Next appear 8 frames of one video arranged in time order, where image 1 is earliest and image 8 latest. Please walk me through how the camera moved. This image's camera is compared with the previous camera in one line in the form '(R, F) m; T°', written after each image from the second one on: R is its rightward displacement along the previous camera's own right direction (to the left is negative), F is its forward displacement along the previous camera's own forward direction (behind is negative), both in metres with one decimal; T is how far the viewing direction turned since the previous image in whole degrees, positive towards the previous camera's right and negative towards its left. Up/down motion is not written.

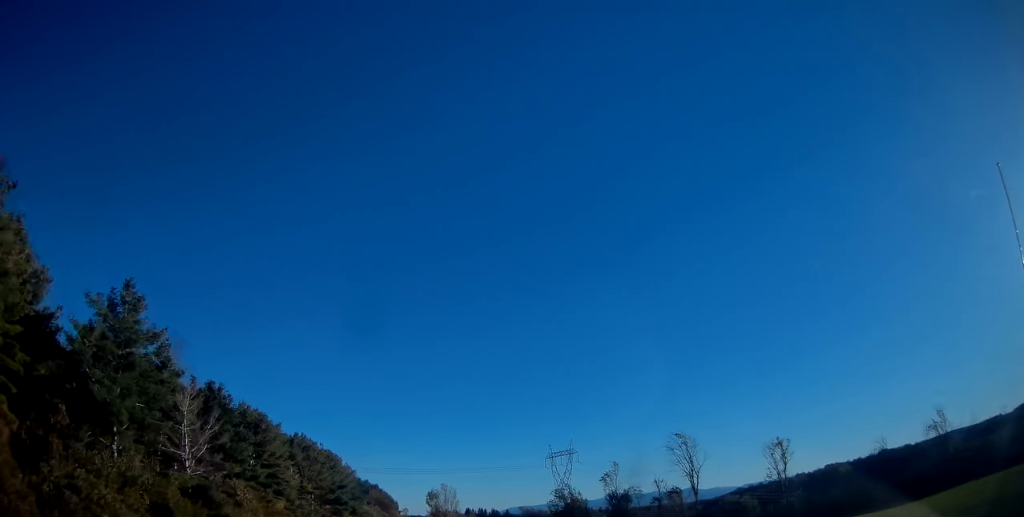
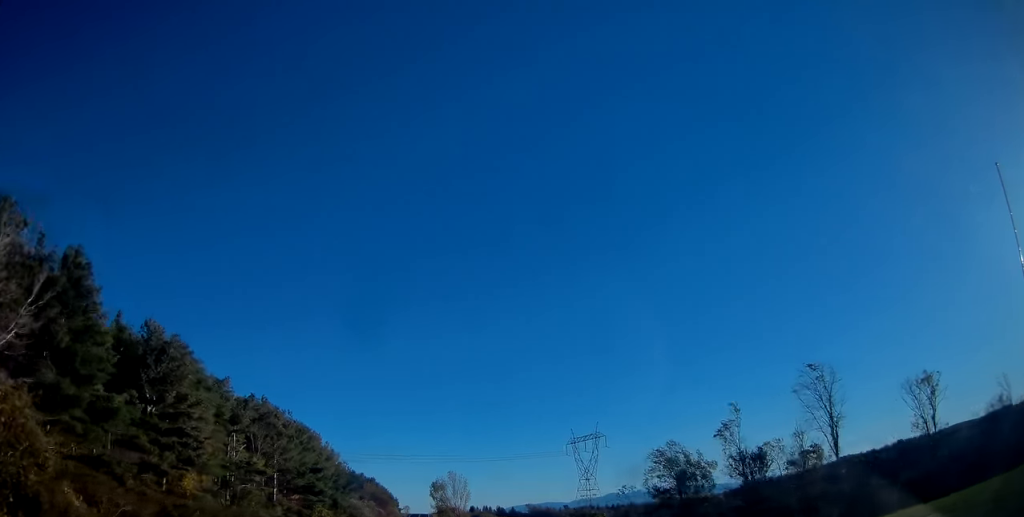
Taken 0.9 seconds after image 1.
(+0.1, +25.7) m; 0°
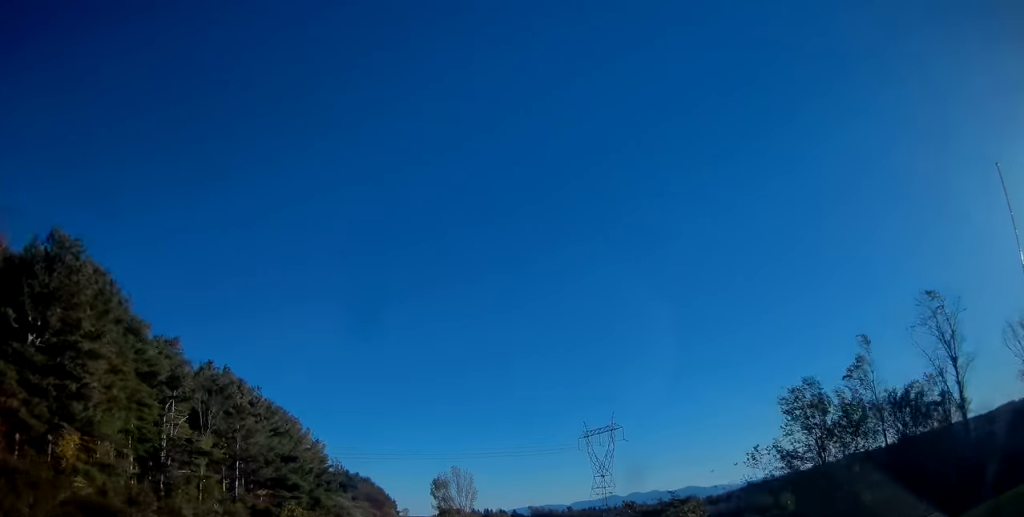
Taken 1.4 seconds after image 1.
(0.0, +14.3) m; 0°
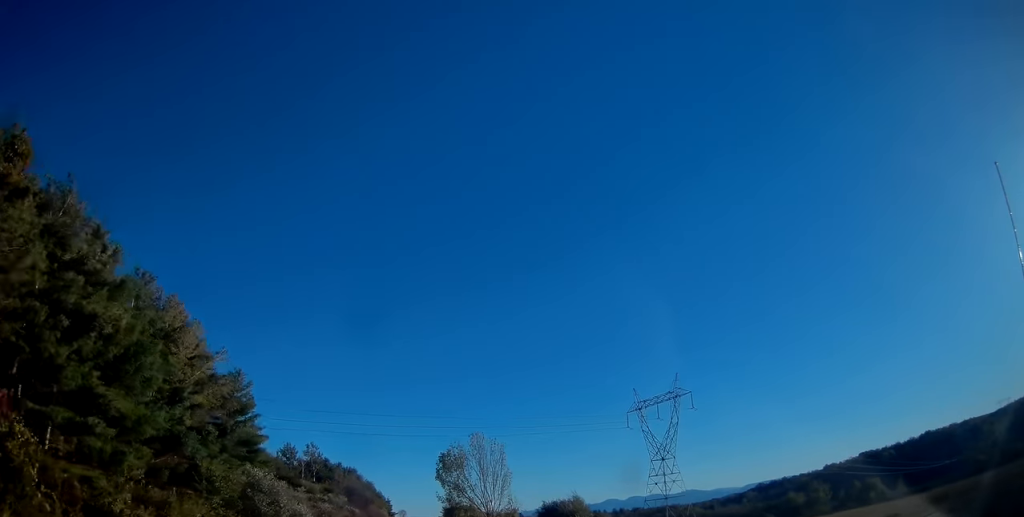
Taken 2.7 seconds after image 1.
(-0.3, +37.9) m; 0°
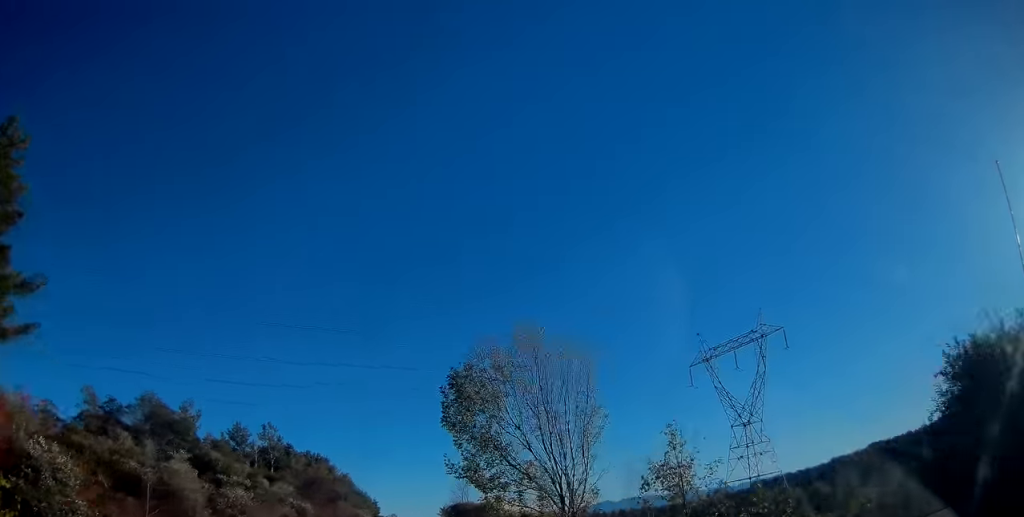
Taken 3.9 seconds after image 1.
(+0.6, +33.1) m; 0°
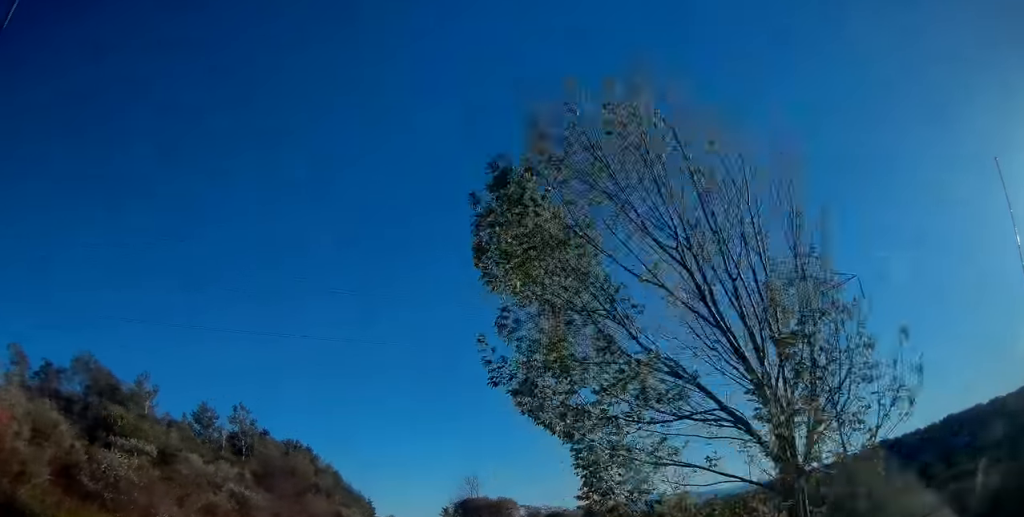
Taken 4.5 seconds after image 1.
(-0.2, +17.0) m; 0°
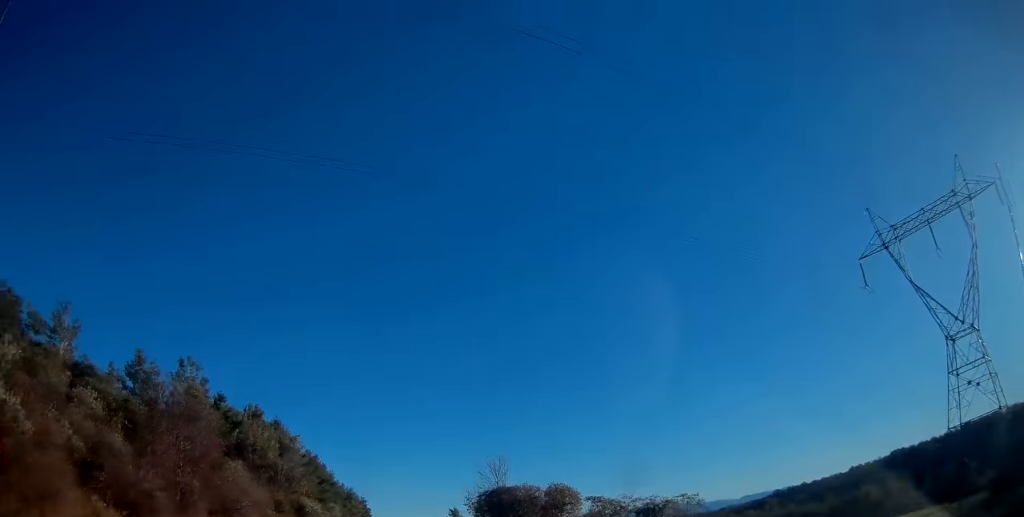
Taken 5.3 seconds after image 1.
(0.0, +23.4) m; 0°
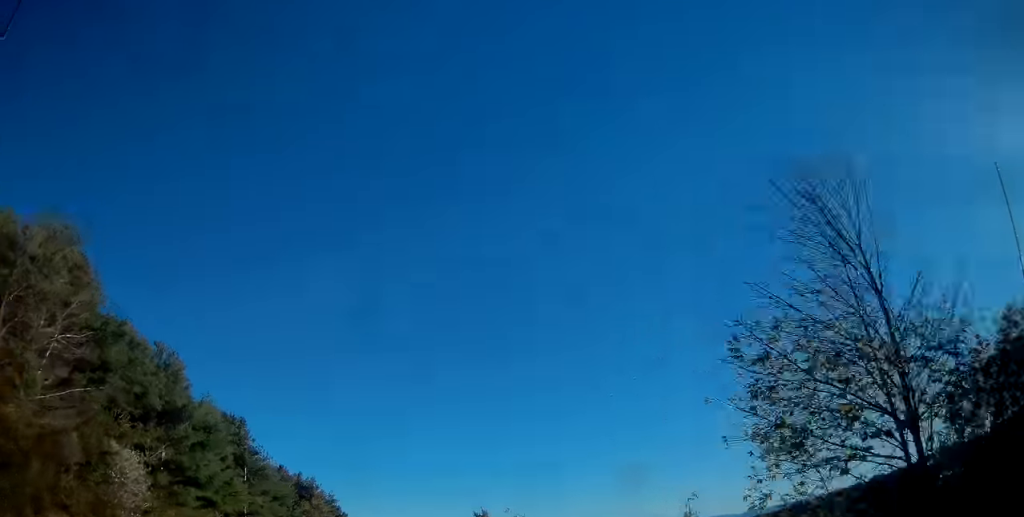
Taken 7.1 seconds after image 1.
(+0.4, +47.3) m; 0°
